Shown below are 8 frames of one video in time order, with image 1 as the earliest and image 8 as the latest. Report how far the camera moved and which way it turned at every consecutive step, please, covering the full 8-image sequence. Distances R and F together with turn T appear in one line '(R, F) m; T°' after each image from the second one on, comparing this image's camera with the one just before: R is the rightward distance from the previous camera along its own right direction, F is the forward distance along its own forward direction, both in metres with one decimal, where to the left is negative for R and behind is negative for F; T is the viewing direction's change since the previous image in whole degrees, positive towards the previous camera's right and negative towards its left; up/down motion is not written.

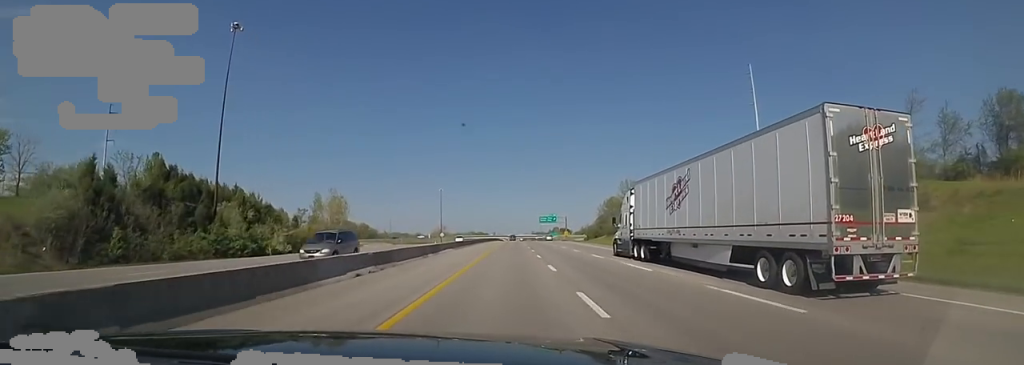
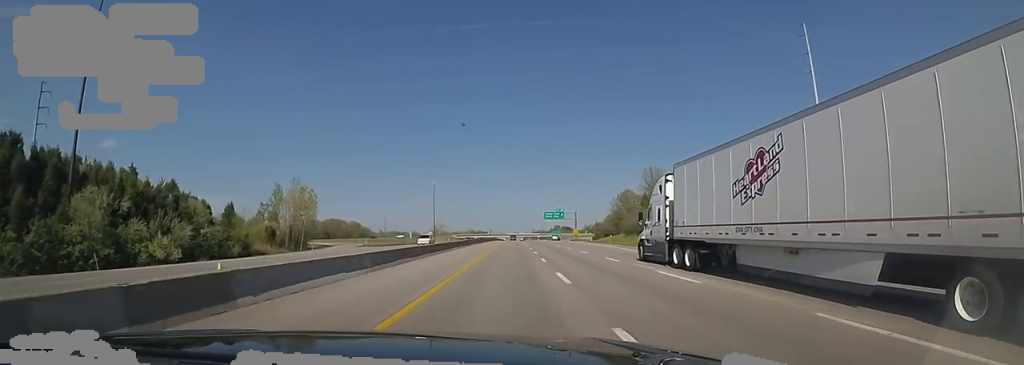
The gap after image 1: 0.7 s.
(0.0, +24.4) m; 0°
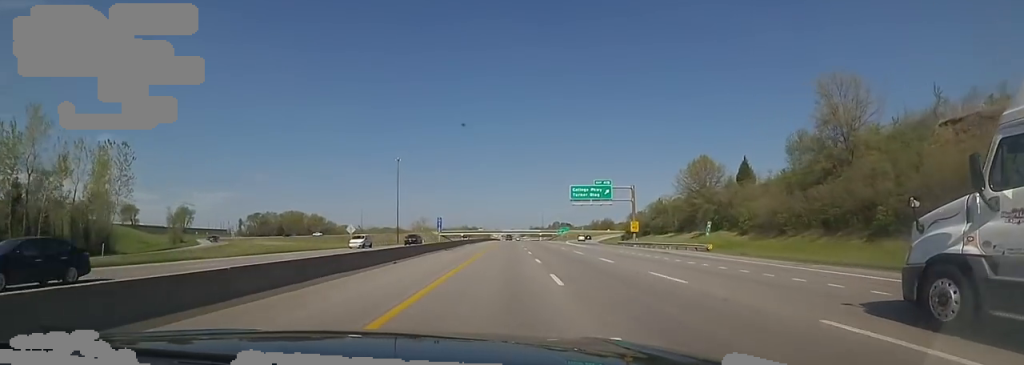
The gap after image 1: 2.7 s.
(+2.6, +69.5) m; +2°
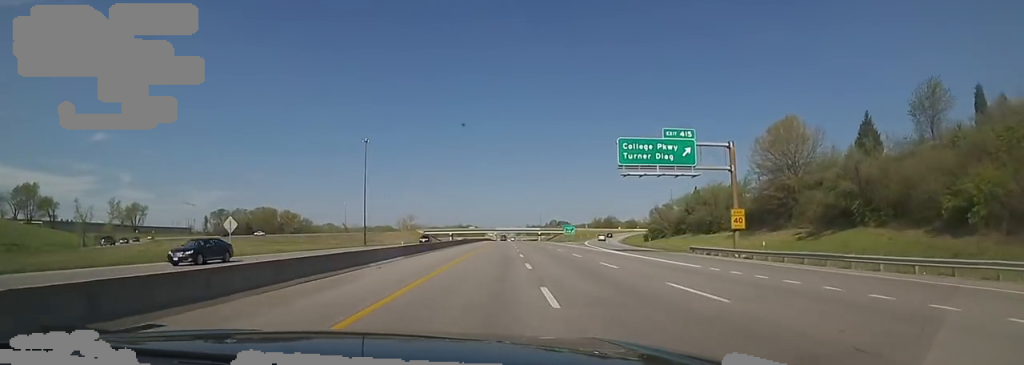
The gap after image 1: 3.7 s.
(-0.9, +33.6) m; 0°
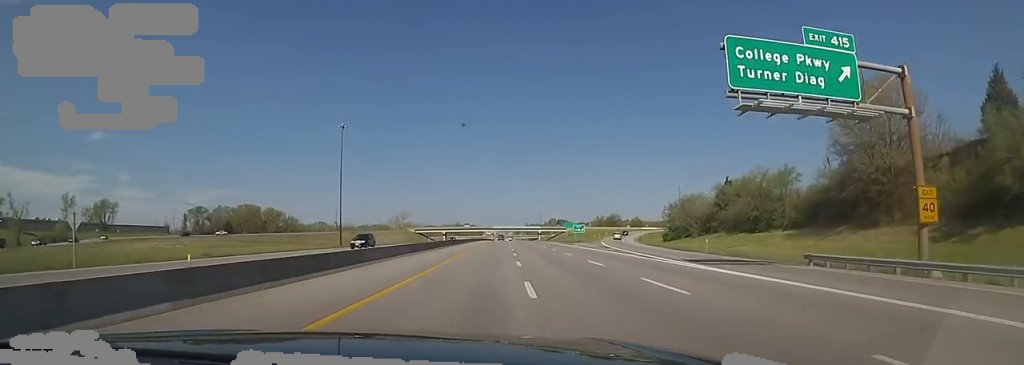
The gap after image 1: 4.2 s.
(+0.2, +18.6) m; 0°
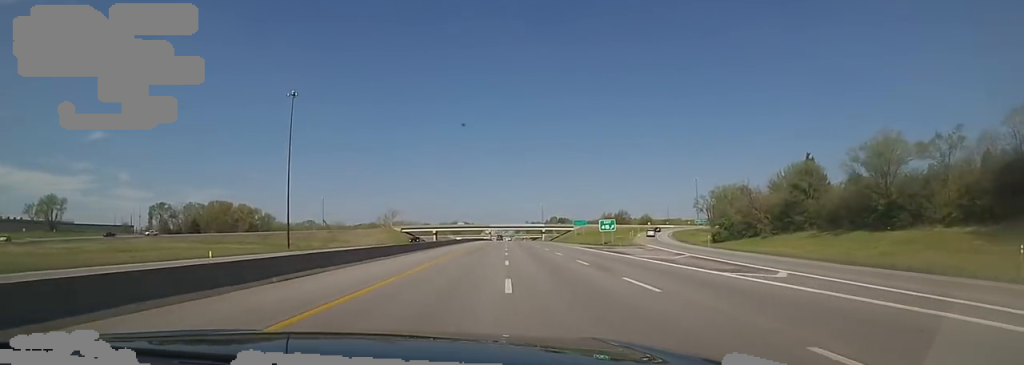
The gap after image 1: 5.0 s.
(+0.7, +29.0) m; 0°
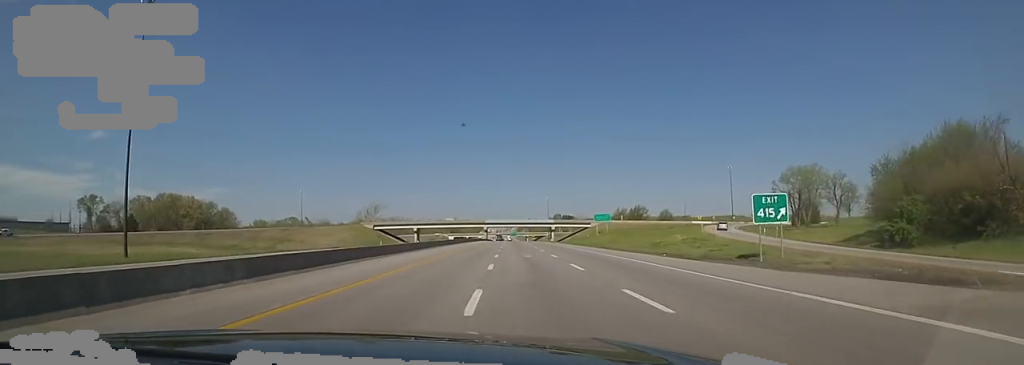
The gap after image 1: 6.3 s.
(-1.5, +42.9) m; -1°
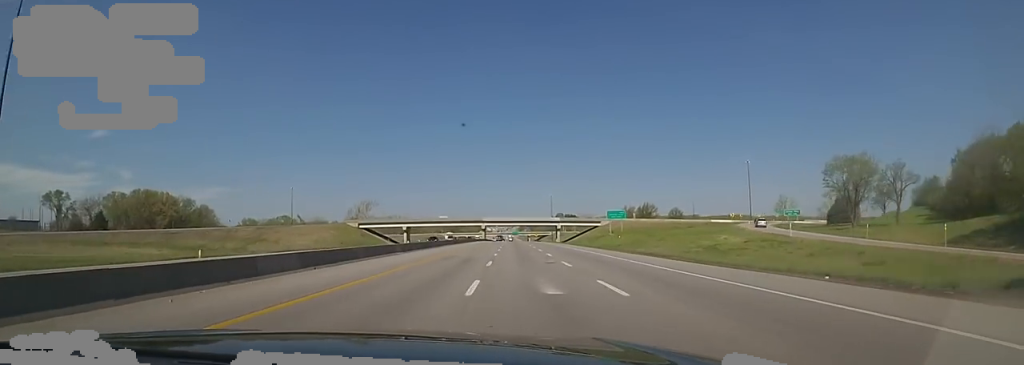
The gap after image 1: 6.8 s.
(-0.3, +17.4) m; +1°
